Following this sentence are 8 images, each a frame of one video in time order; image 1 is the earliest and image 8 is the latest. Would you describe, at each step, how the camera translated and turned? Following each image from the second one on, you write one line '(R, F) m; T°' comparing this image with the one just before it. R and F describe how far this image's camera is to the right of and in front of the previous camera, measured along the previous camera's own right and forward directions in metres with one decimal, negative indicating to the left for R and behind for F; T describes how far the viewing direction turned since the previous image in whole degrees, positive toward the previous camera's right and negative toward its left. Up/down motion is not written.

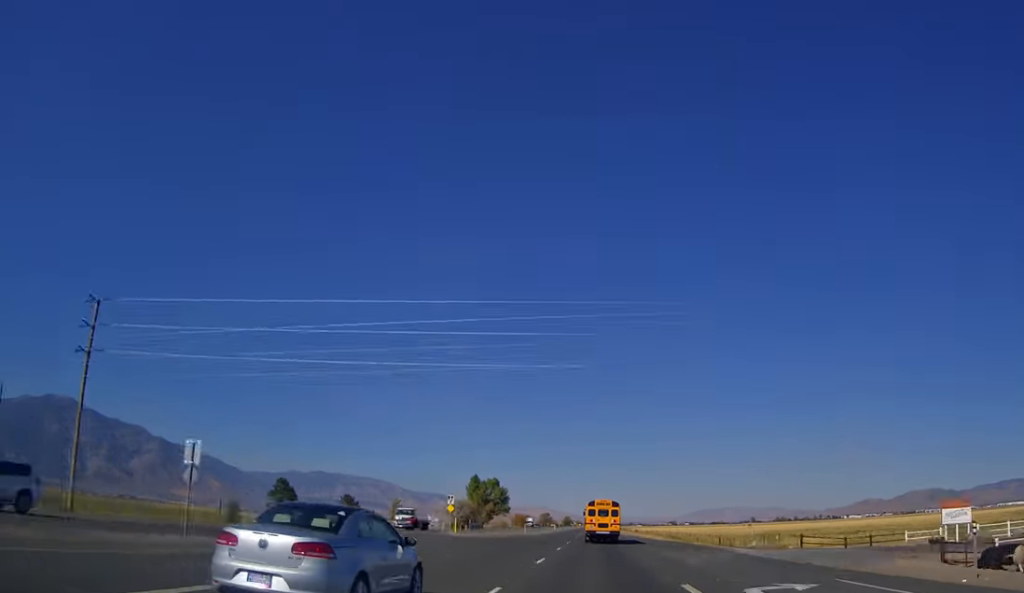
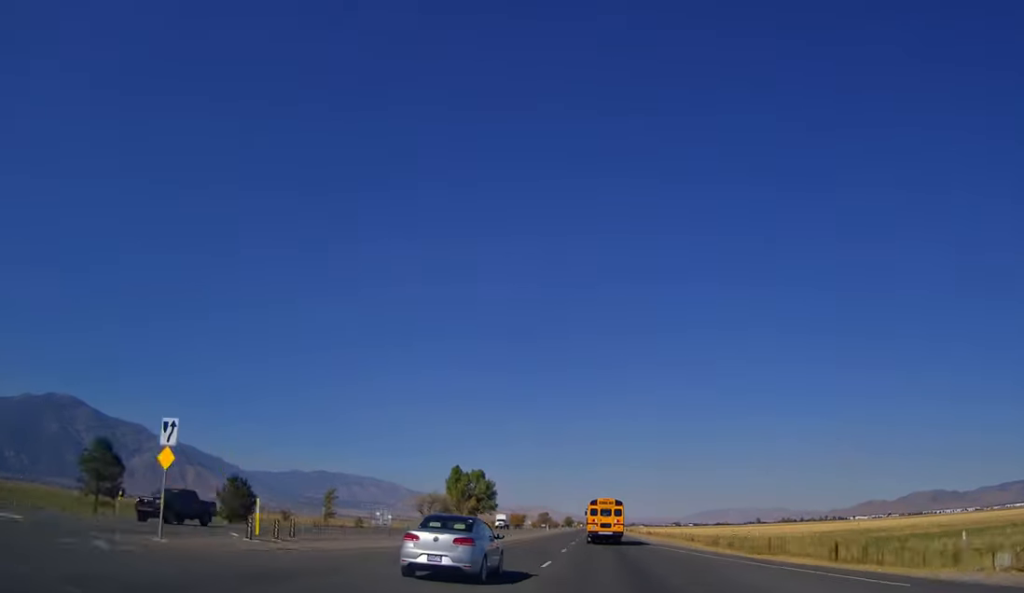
(0.0, +38.6) m; -1°
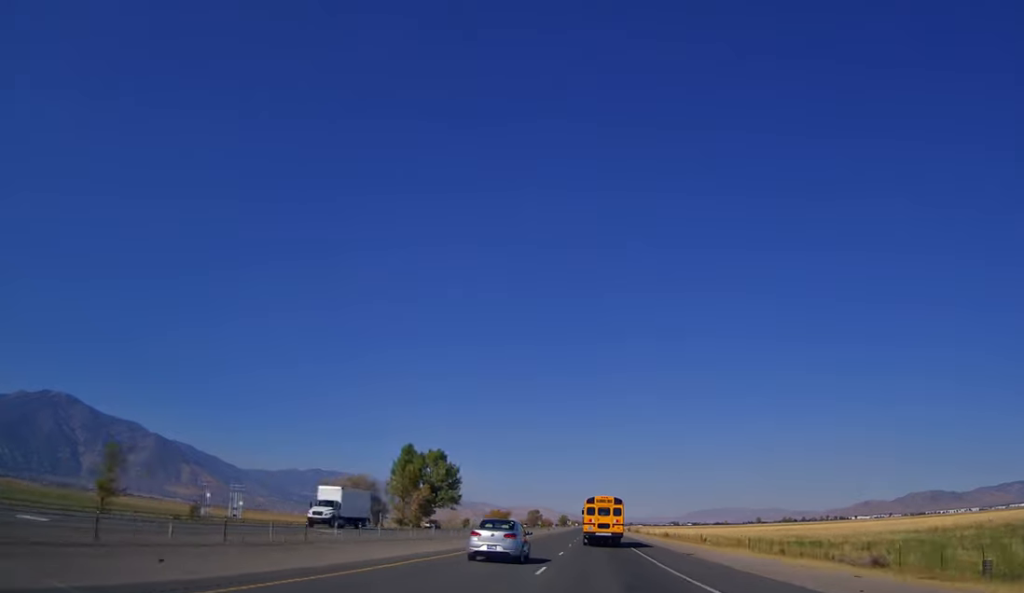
(-0.6, +51.7) m; 0°
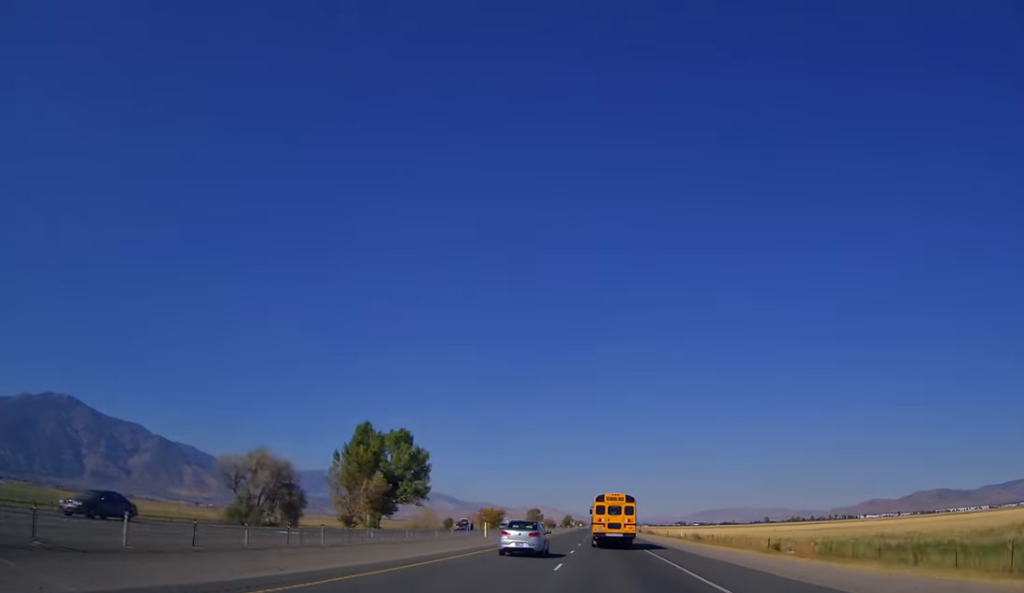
(+0.4, +34.4) m; 0°
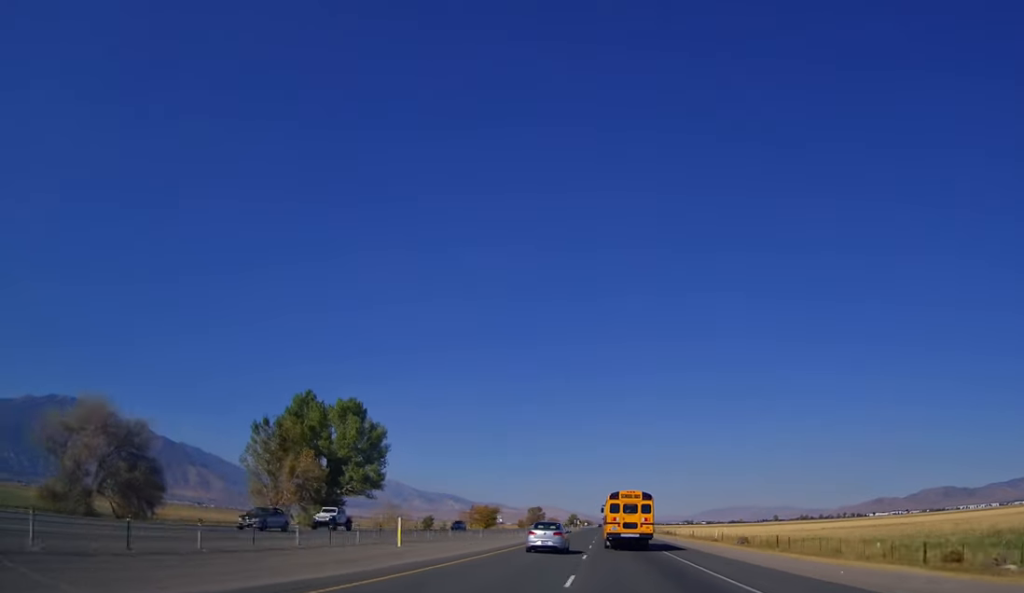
(+0.1, +29.3) m; 0°
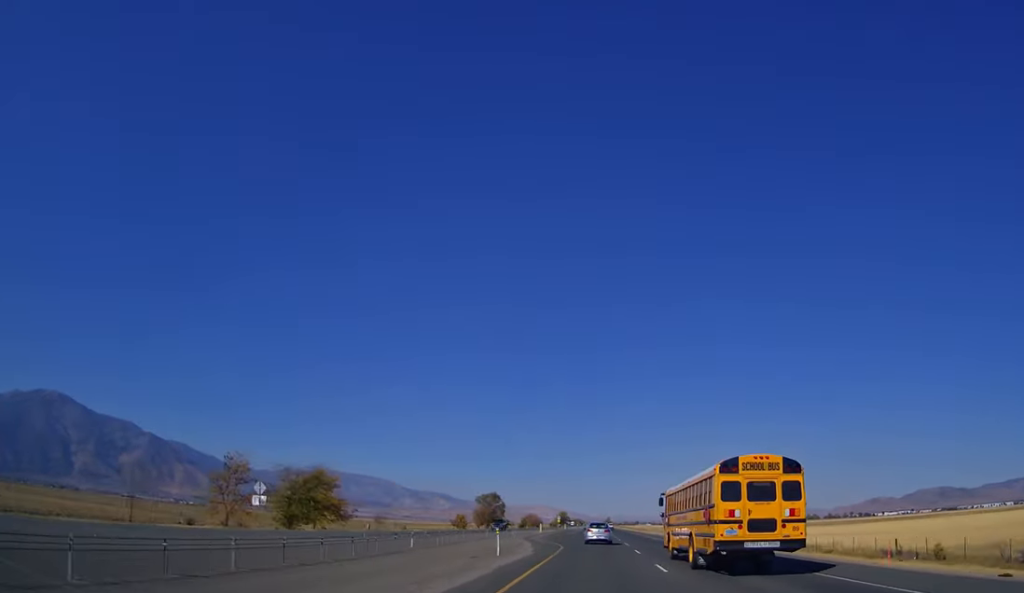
(-1.4, +140.8) m; -1°
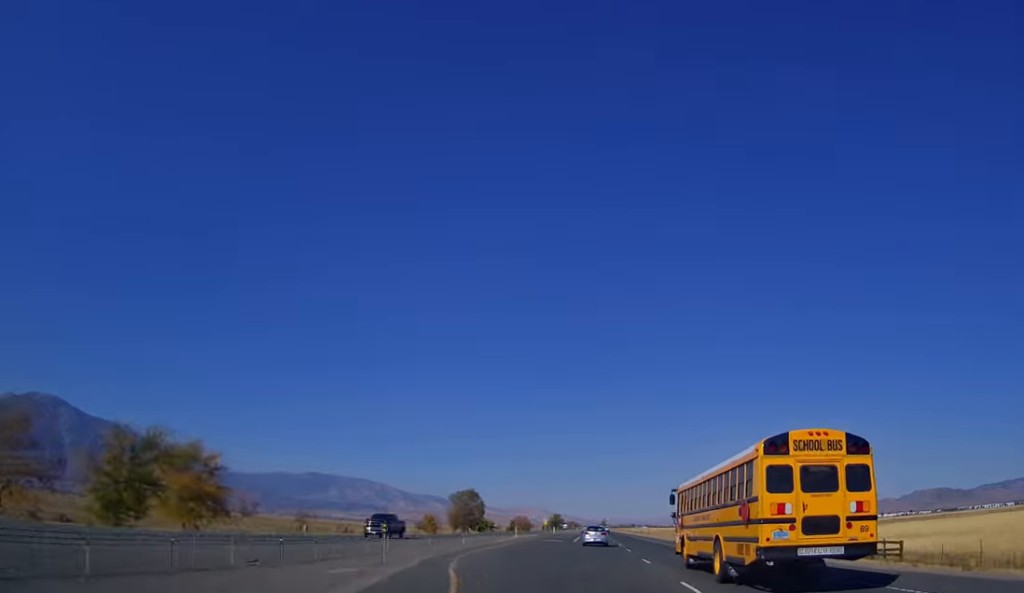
(0.0, +30.8) m; 0°
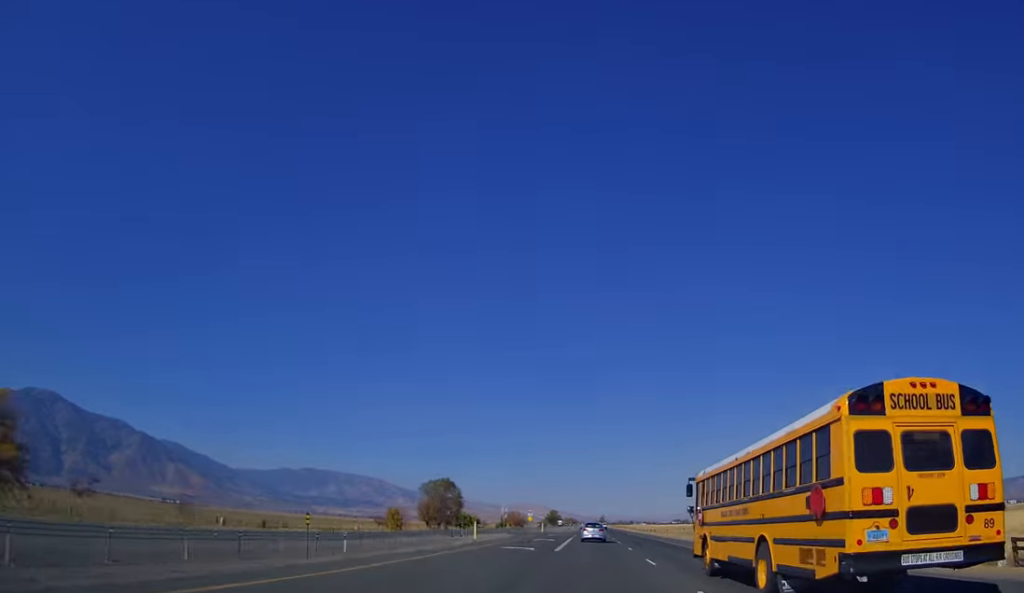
(-0.1, +27.1) m; 0°
